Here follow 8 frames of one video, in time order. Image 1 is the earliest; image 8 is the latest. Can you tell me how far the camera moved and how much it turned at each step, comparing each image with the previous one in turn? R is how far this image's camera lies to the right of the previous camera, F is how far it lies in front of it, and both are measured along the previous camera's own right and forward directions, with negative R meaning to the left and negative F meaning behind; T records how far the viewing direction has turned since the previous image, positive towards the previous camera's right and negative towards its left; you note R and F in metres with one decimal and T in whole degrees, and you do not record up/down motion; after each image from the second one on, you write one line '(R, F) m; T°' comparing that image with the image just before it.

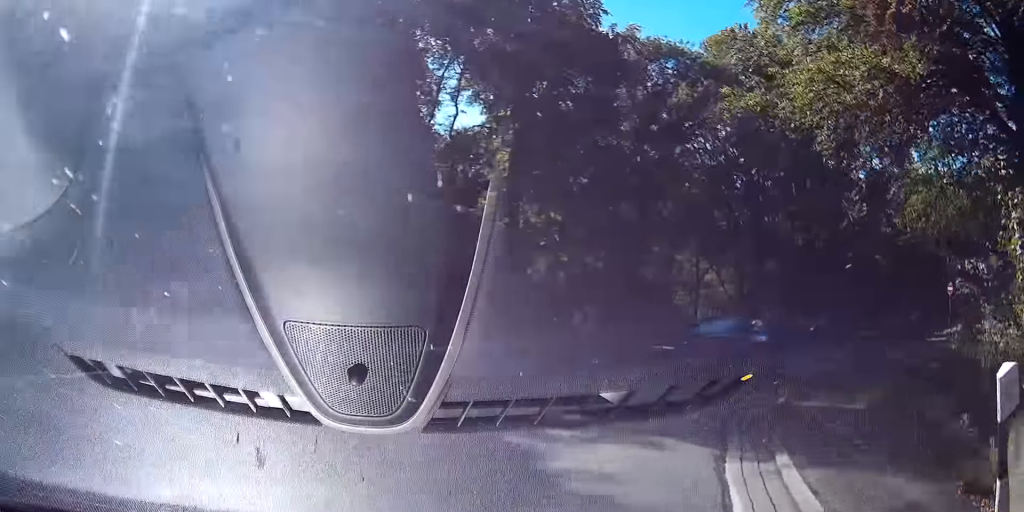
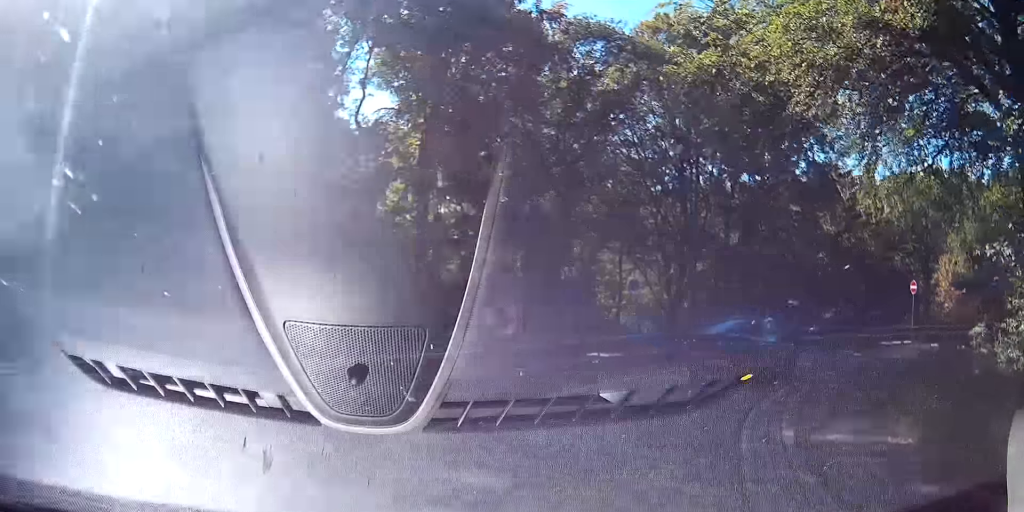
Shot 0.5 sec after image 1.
(+0.2, +3.8) m; +8°
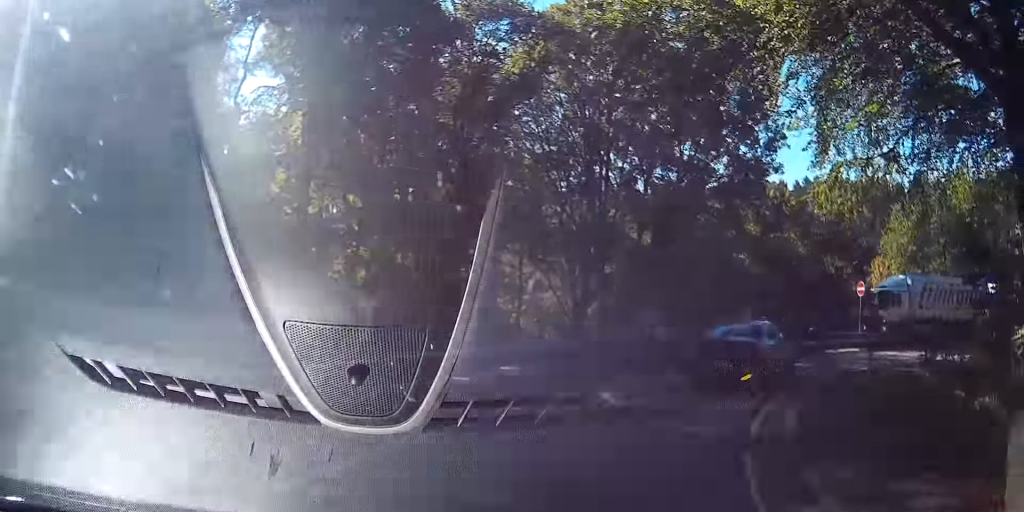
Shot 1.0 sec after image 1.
(+0.3, +3.9) m; +6°
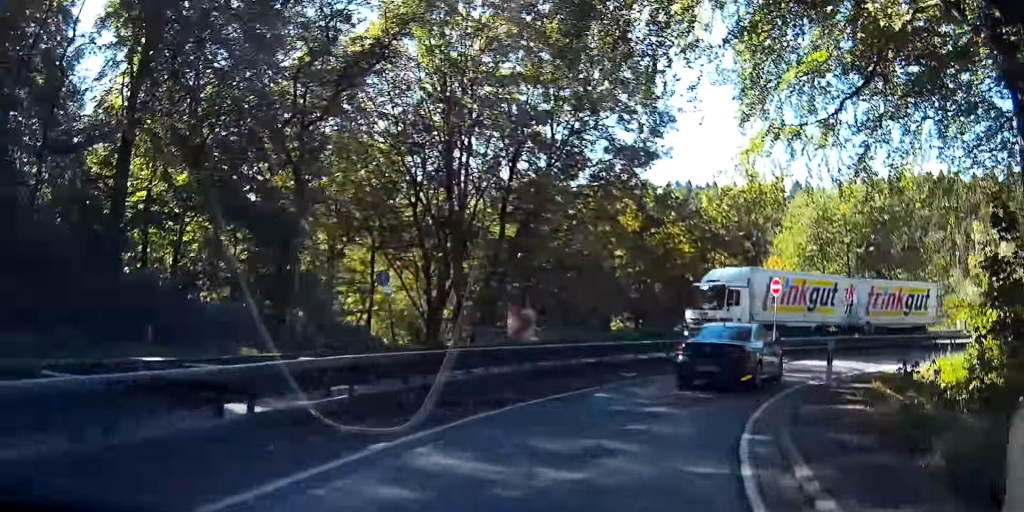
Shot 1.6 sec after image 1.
(+0.2, +5.2) m; +7°
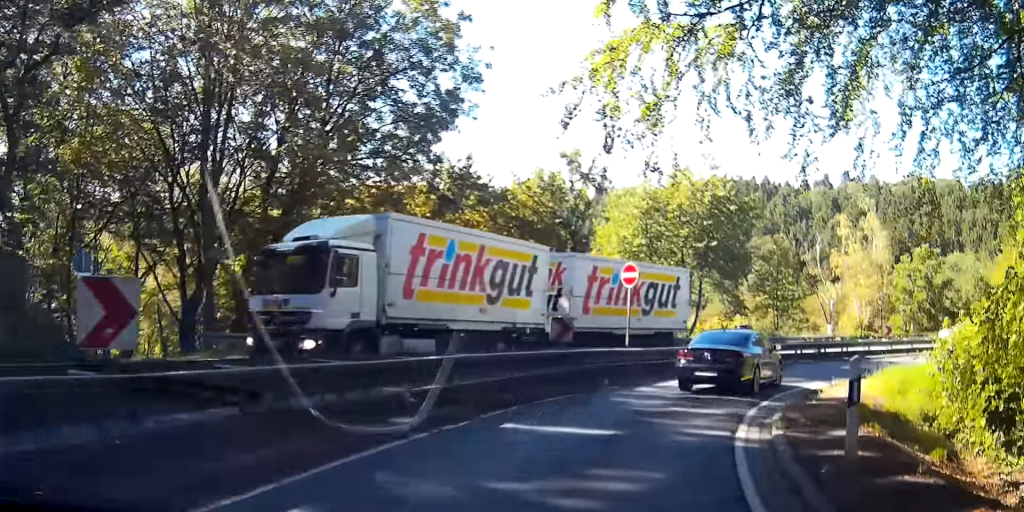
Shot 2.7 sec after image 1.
(+0.8, +8.2) m; +14°
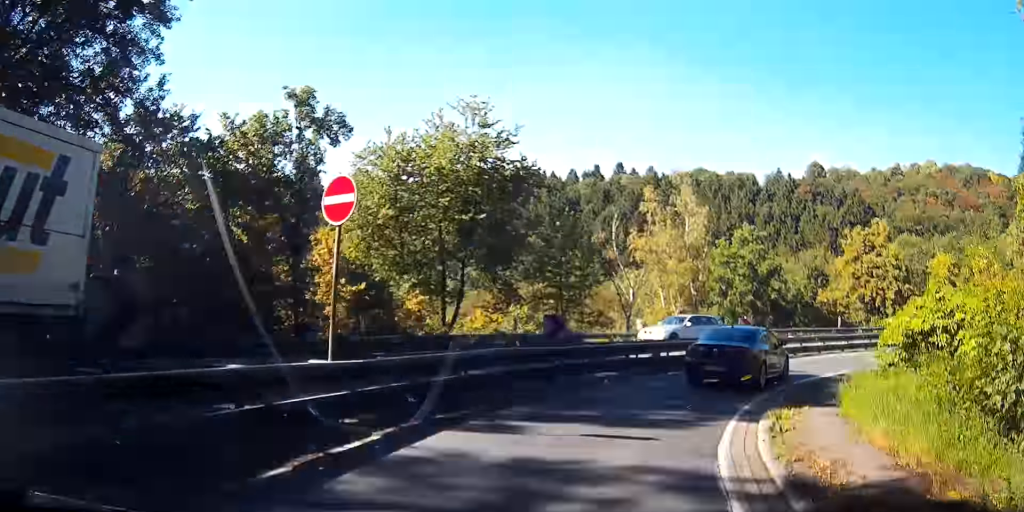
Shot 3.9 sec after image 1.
(+1.8, +6.6) m; +44°
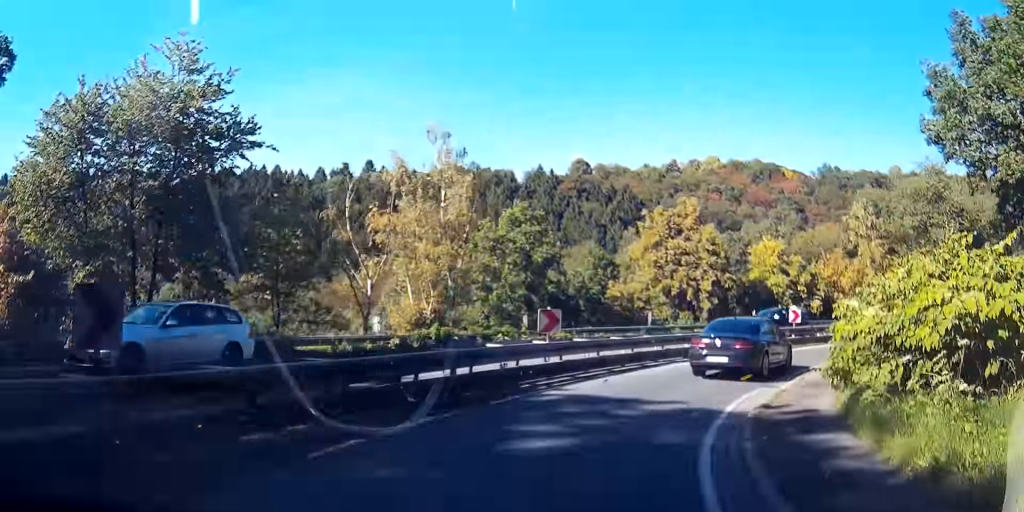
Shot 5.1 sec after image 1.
(+2.5, +6.1) m; +24°
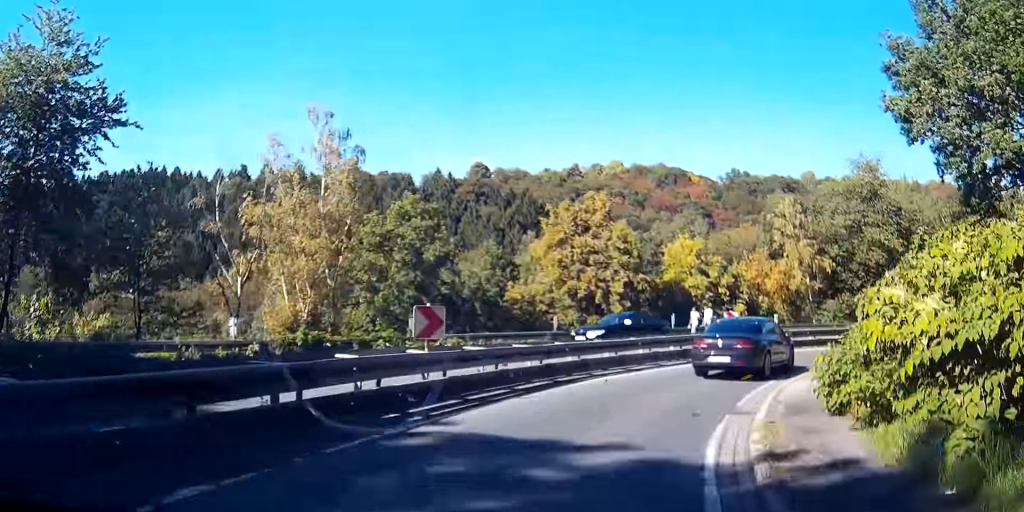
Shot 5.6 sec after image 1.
(+0.1, +2.6) m; +1°
